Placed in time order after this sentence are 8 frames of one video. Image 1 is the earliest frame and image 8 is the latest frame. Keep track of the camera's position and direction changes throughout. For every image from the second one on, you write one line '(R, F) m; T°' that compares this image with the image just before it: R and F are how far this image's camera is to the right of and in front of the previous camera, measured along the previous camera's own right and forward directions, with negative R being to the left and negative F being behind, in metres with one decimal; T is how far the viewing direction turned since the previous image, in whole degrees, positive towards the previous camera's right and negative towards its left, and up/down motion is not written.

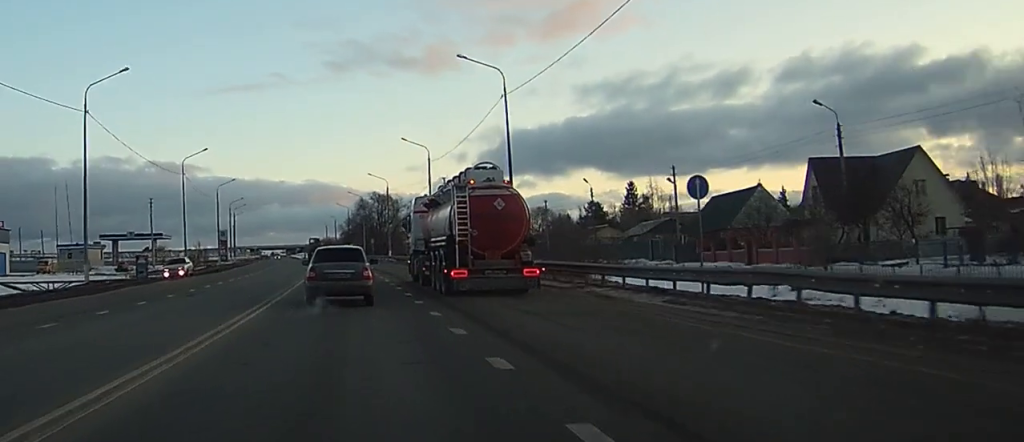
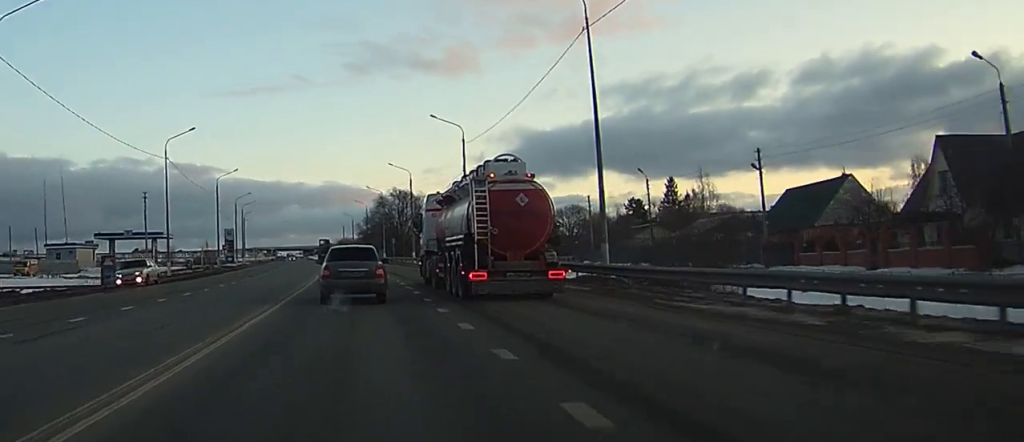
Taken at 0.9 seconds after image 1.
(-0.1, +14.9) m; -1°
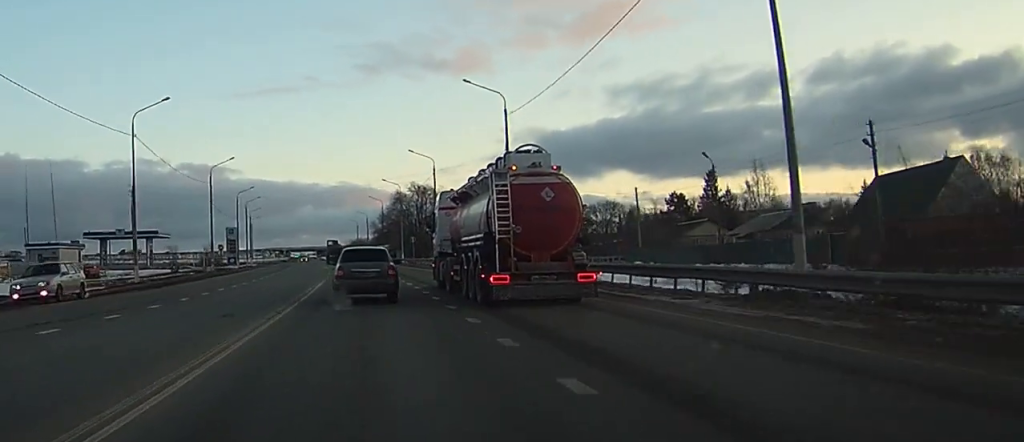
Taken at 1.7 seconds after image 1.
(-0.1, +14.5) m; -1°
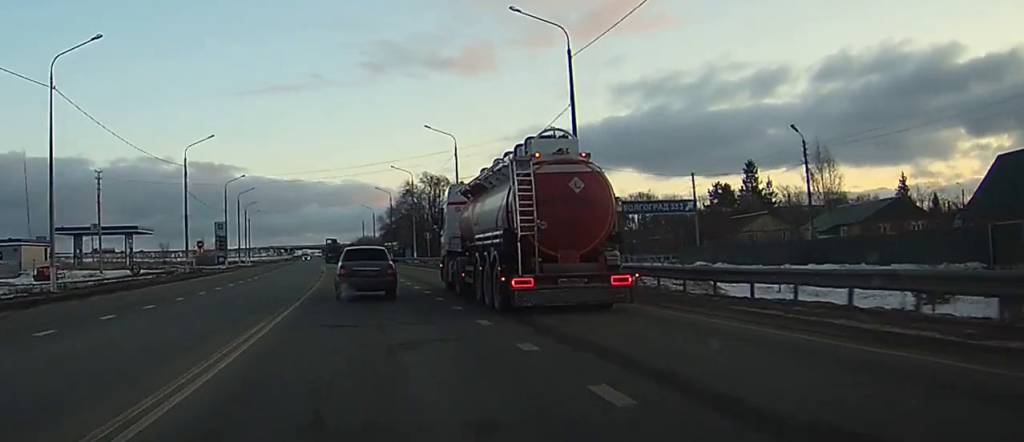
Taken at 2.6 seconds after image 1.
(-0.2, +16.4) m; -1°
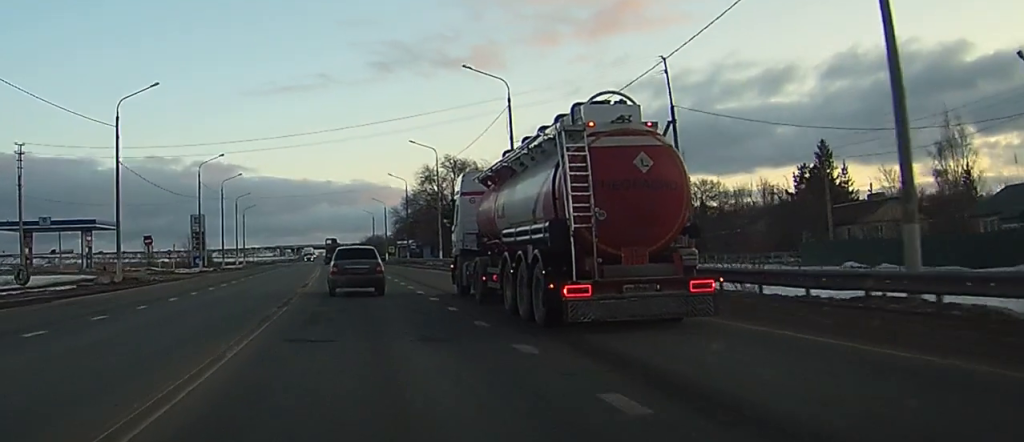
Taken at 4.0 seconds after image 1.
(-0.3, +24.3) m; -1°
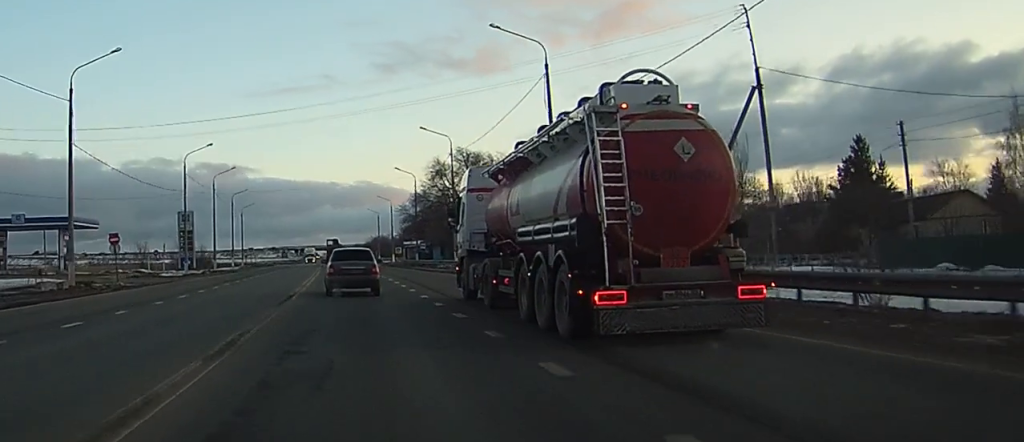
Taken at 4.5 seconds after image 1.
(0.0, +9.6) m; 0°
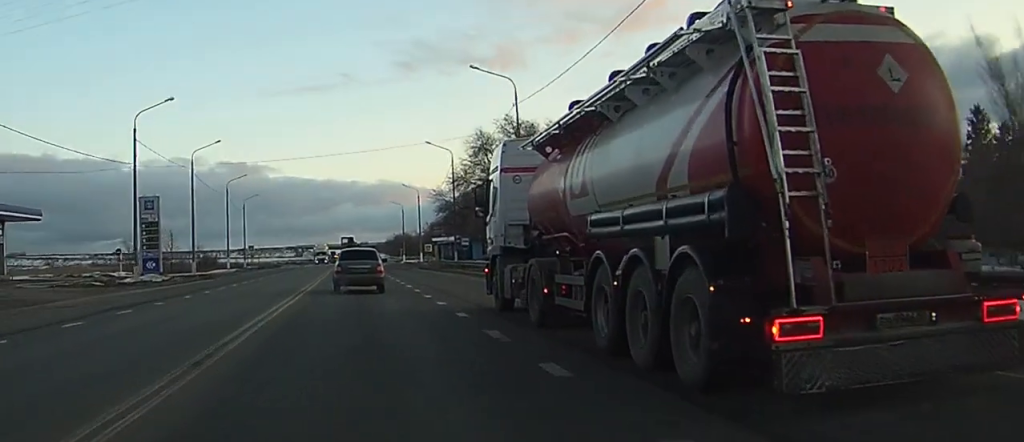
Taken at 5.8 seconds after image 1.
(-0.2, +23.7) m; -1°
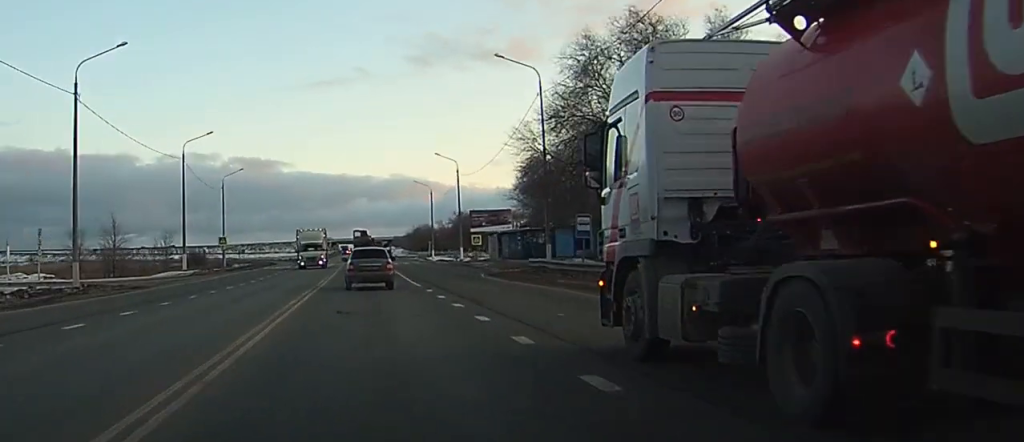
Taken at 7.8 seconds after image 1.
(-0.4, +36.1) m; -1°
